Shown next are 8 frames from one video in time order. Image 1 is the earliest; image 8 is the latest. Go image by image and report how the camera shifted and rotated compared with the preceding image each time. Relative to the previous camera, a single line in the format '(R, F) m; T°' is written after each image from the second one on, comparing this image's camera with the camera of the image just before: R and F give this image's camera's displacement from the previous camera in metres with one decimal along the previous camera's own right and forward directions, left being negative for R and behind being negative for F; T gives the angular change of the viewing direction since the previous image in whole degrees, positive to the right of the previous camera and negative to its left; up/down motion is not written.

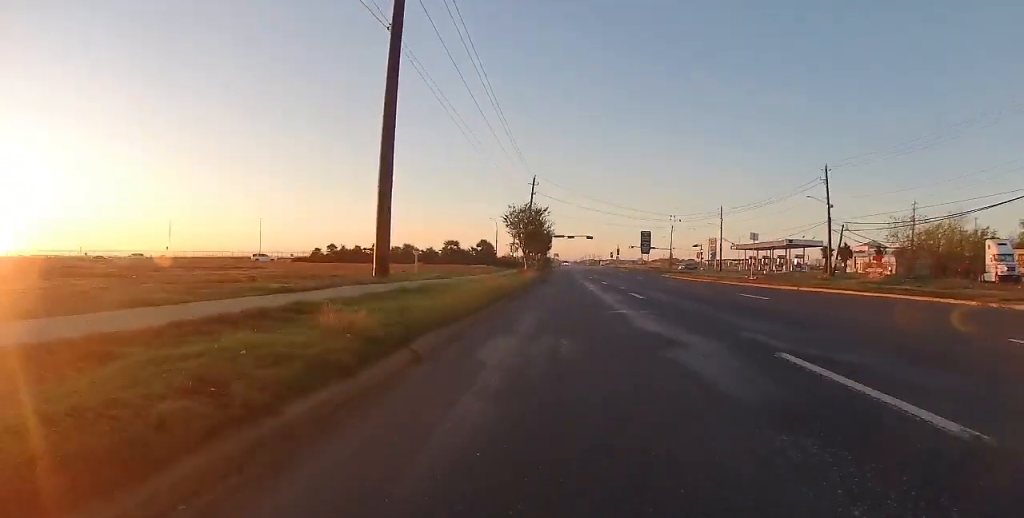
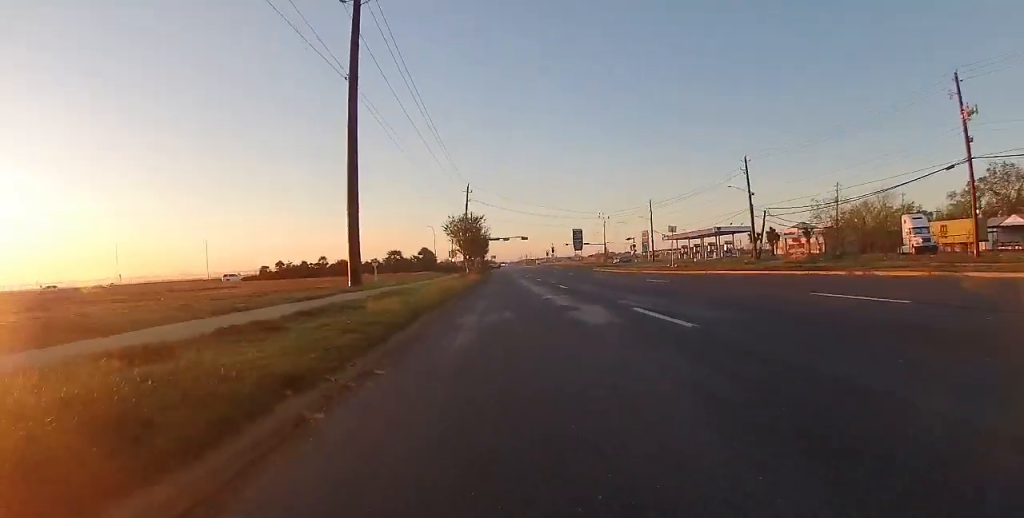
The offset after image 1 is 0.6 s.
(0.0, +3.6) m; 0°
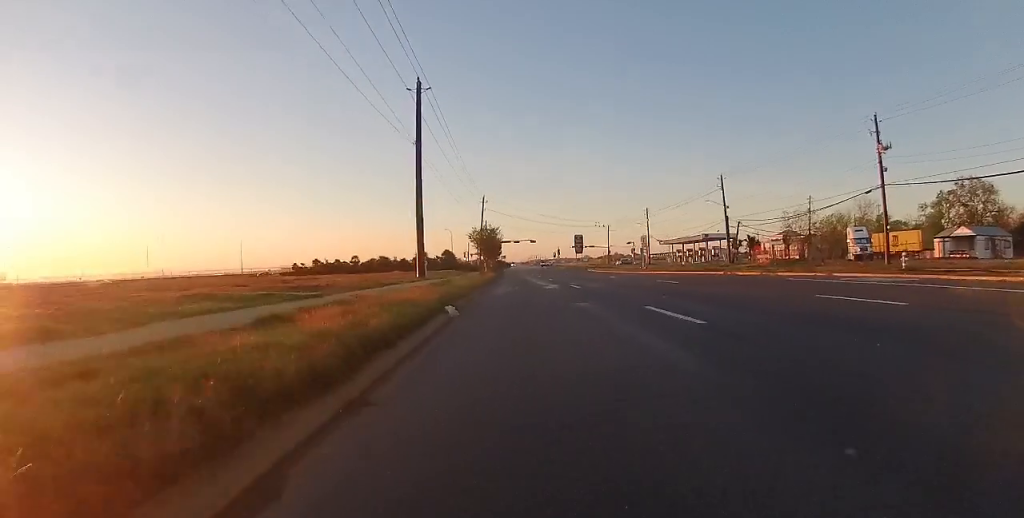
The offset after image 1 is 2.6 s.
(0.0, +10.3) m; 0°
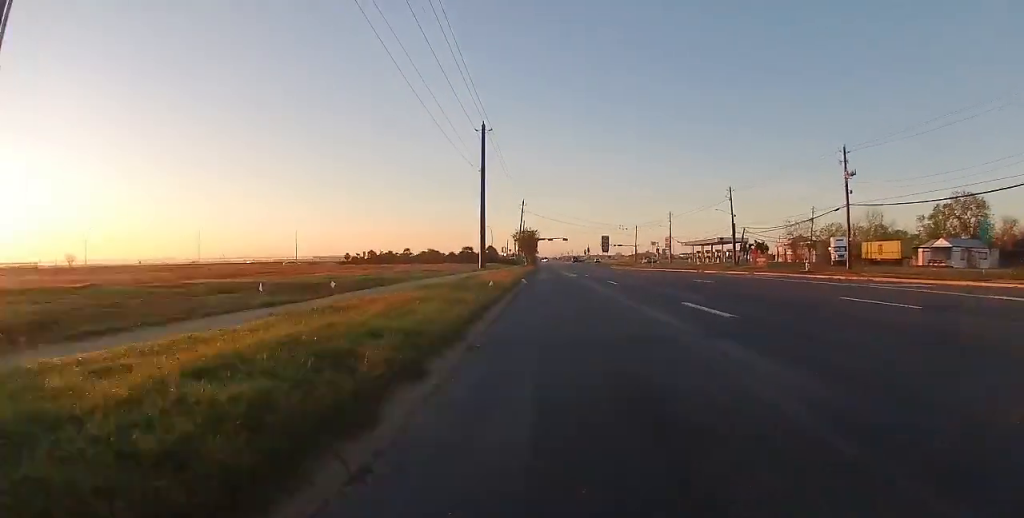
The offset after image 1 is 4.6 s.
(0.0, +12.2) m; +1°
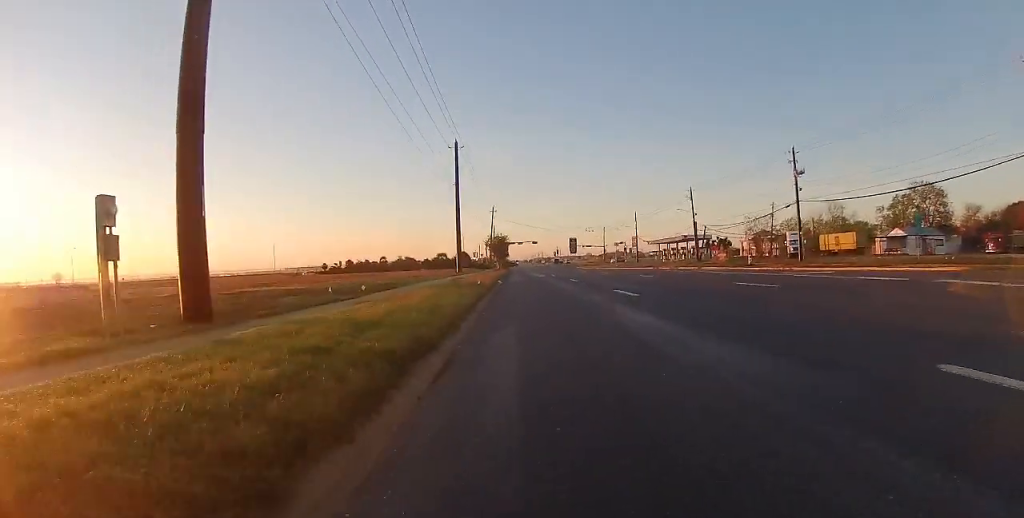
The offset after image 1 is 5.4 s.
(+0.1, +4.9) m; +1°
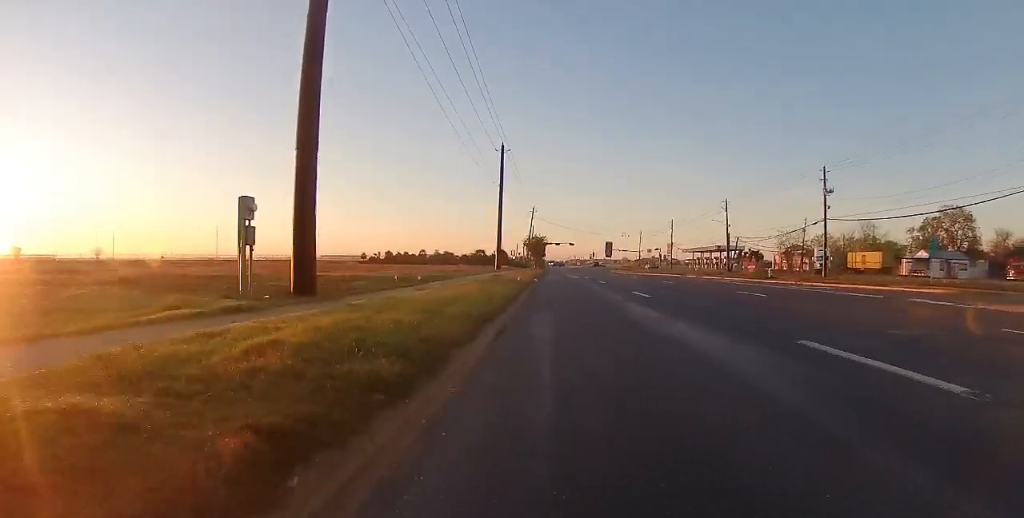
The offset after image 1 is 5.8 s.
(0.0, +2.9) m; +1°
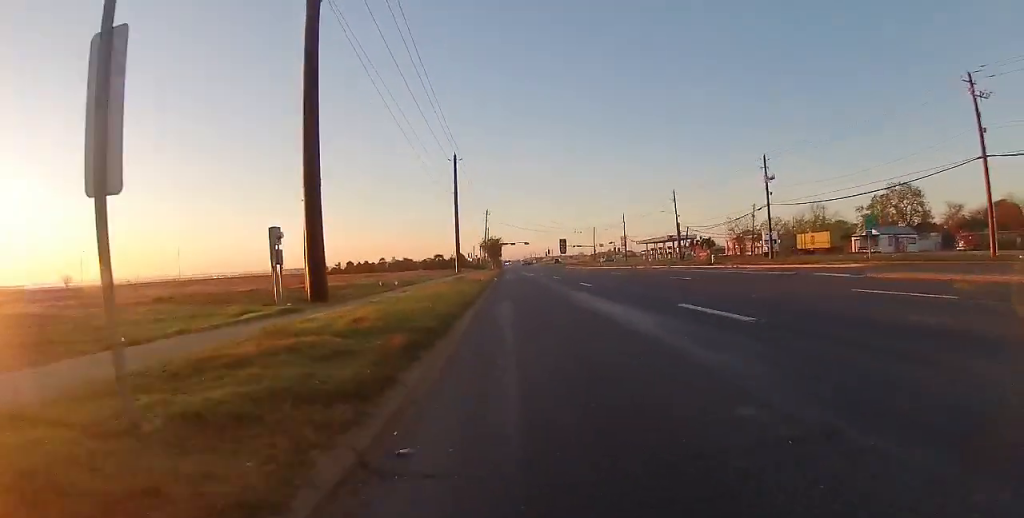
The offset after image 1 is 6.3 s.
(0.0, +3.6) m; -1°
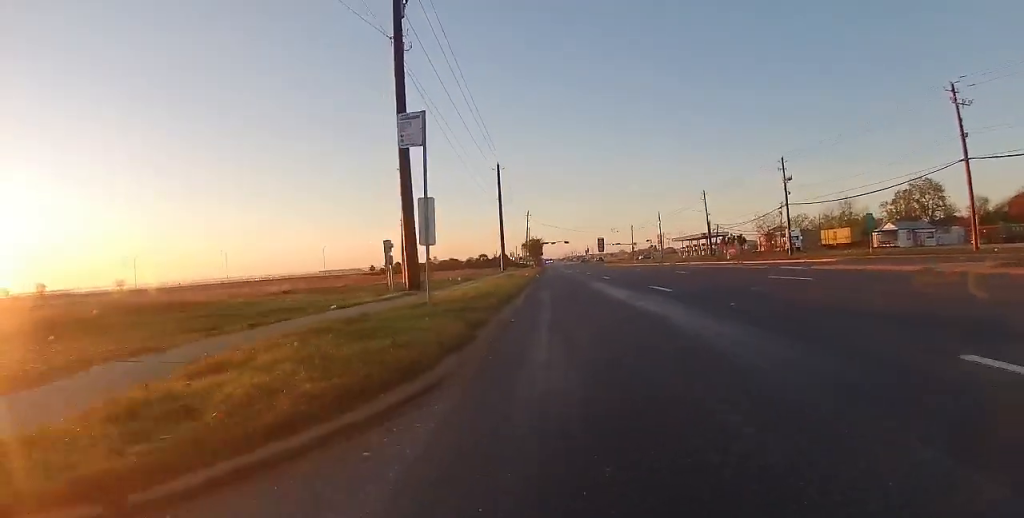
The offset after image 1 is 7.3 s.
(-0.2, +7.2) m; -3°
